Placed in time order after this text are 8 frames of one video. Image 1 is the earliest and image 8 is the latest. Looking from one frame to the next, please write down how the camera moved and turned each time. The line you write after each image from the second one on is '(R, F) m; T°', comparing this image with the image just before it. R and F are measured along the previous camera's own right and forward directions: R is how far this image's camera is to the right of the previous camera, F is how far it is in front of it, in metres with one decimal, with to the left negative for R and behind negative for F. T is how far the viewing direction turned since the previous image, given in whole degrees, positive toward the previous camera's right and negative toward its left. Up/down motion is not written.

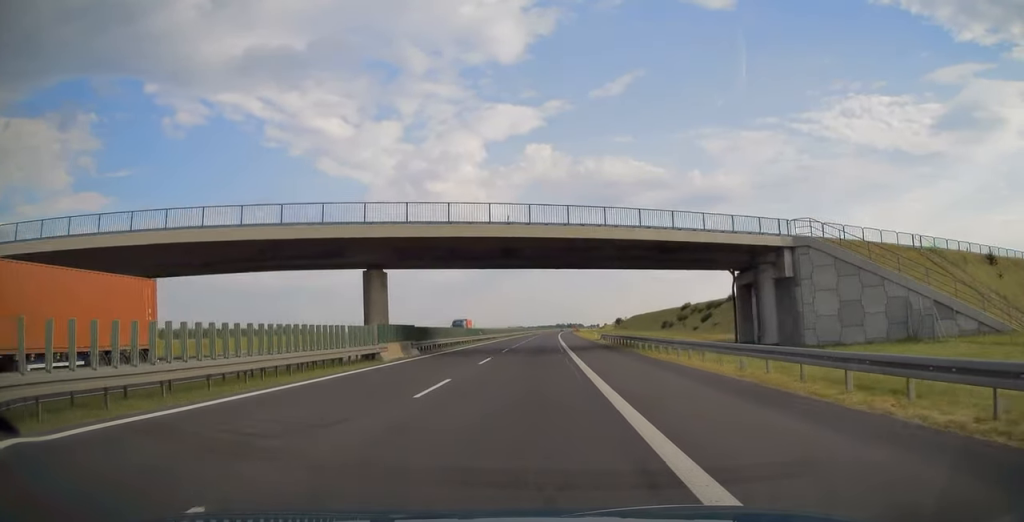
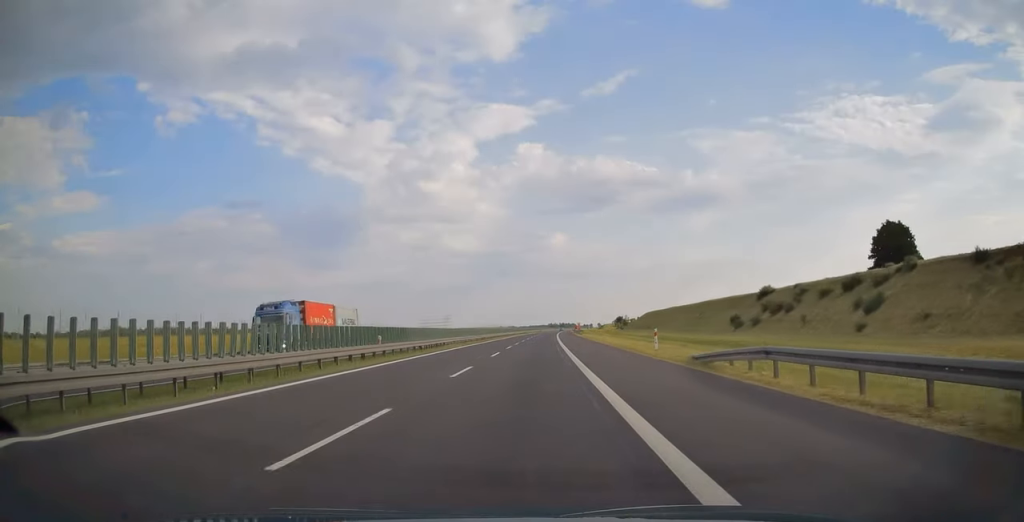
(+0.2, +42.7) m; +1°
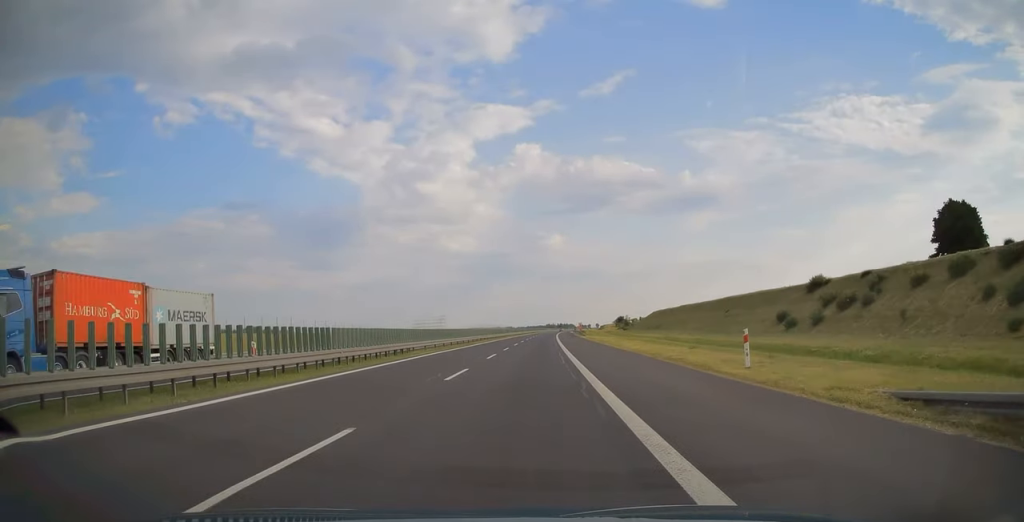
(0.0, +13.7) m; 0°
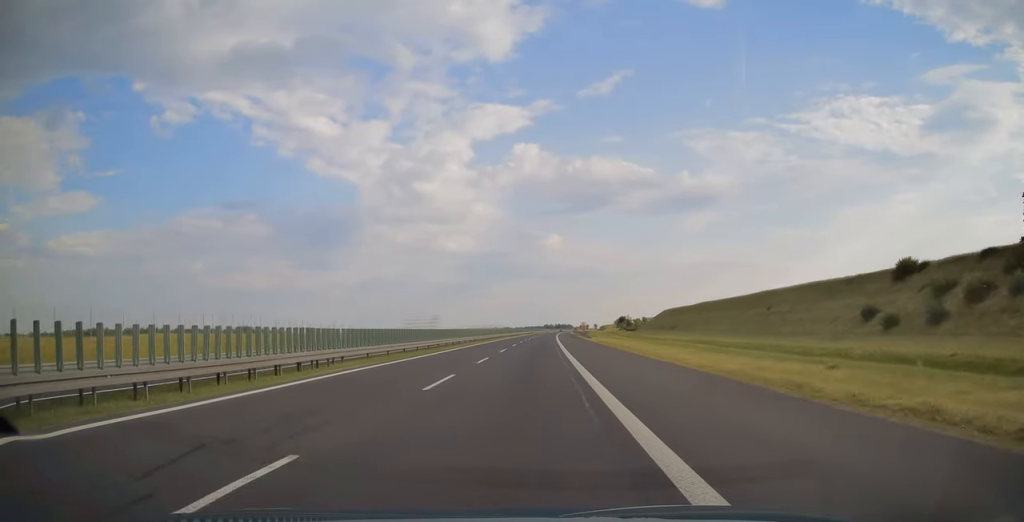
(+0.1, +14.8) m; 0°
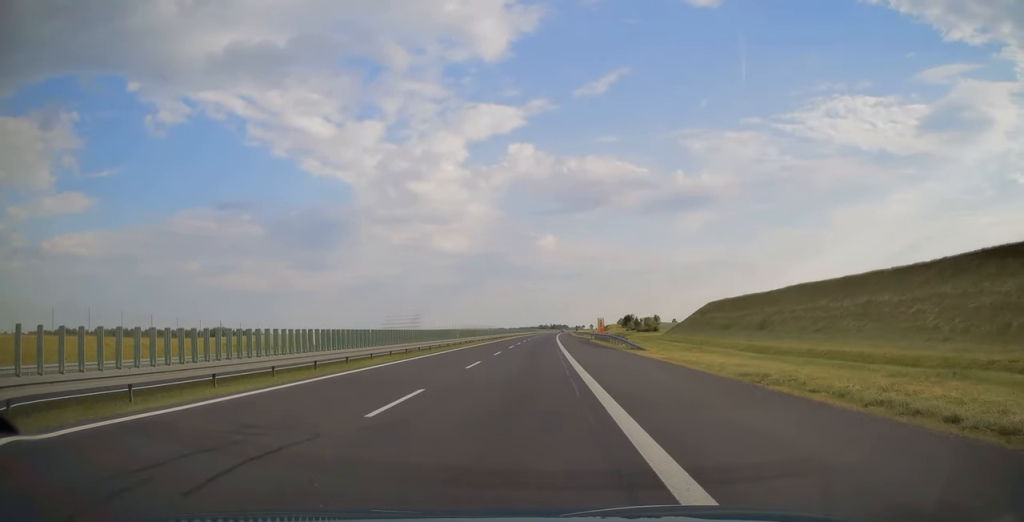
(+0.3, +39.2) m; +1°
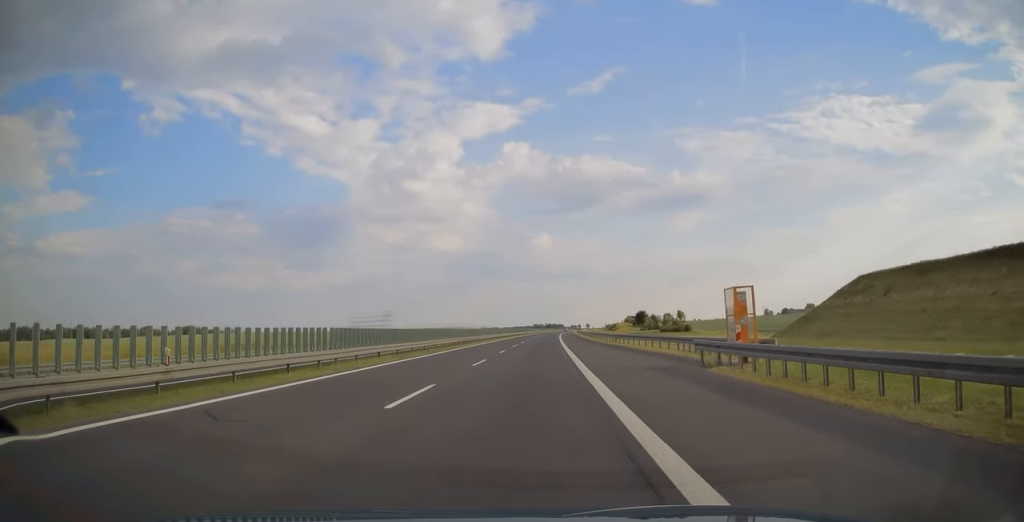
(+0.3, +46.8) m; +1°
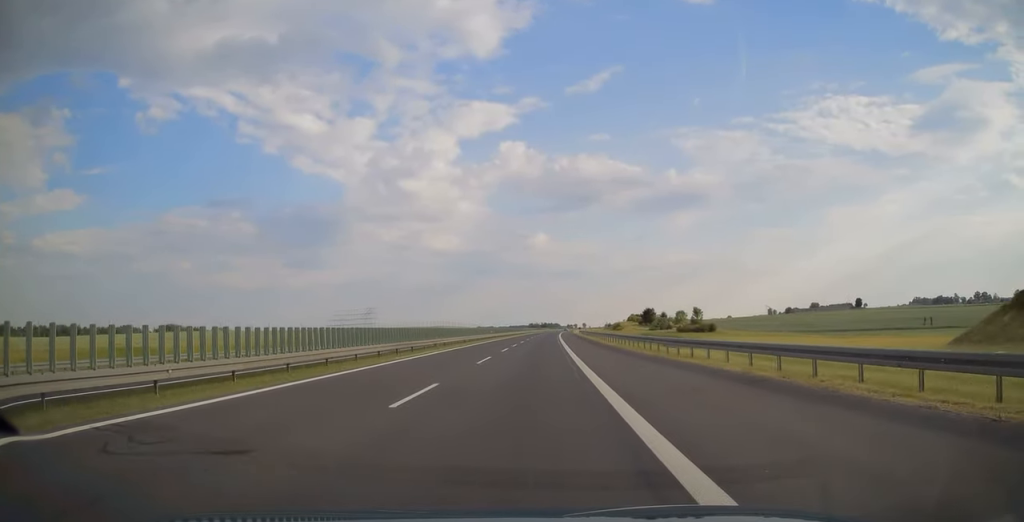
(0.0, +24.0) m; 0°
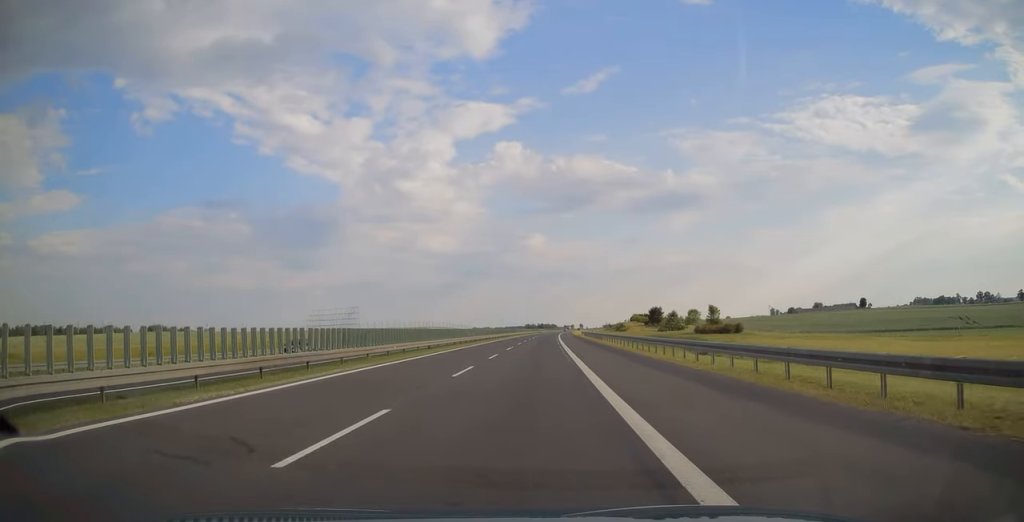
(+0.1, +18.0) m; 0°
